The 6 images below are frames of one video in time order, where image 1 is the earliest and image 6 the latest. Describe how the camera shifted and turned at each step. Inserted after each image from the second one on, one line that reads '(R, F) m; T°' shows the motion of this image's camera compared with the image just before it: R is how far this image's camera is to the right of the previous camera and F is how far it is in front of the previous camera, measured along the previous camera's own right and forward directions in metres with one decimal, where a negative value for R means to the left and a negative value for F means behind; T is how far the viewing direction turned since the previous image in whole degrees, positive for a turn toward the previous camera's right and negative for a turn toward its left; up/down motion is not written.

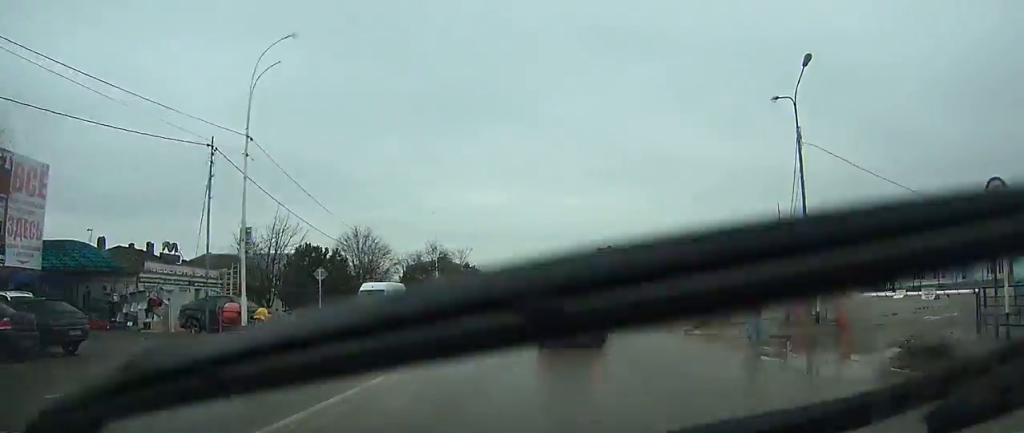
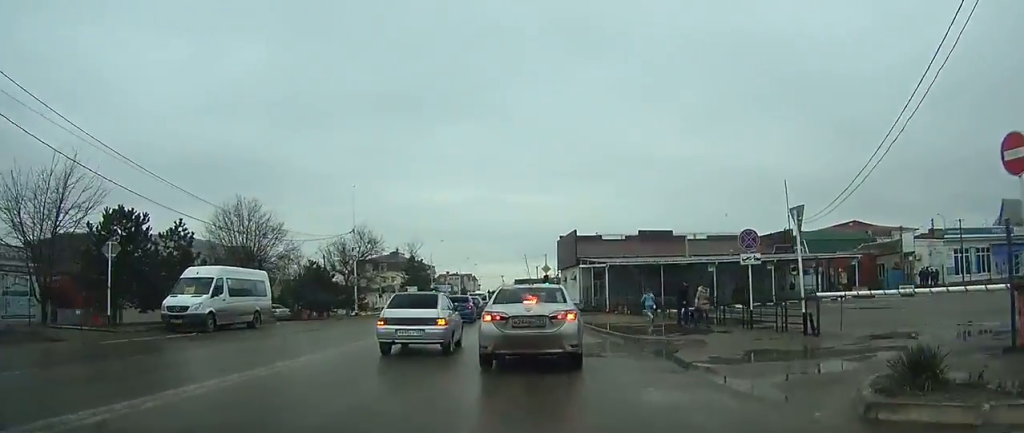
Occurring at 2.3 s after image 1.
(+0.8, +11.7) m; +6°
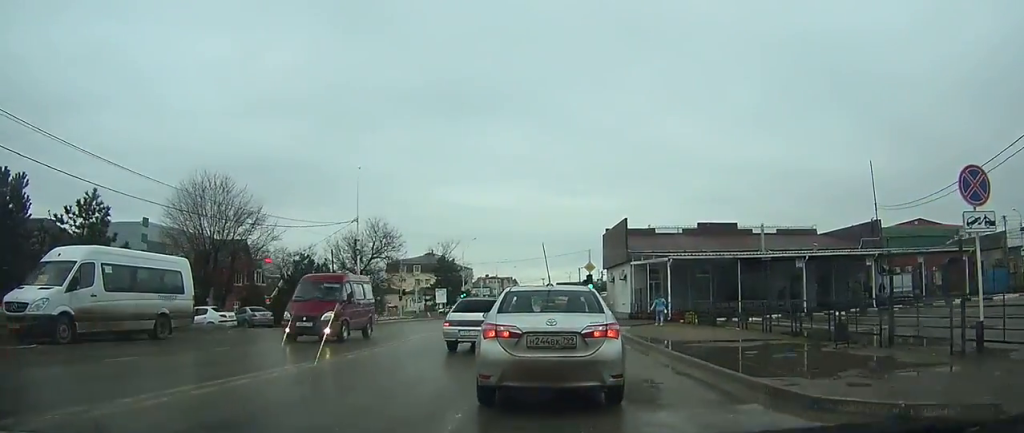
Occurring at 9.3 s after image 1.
(-1.0, +12.7) m; -13°
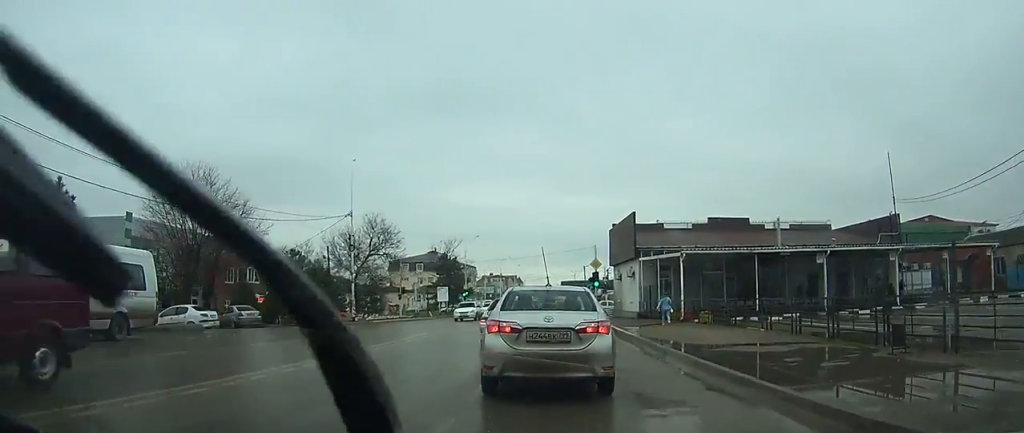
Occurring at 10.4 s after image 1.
(+0.1, +2.0) m; +3°
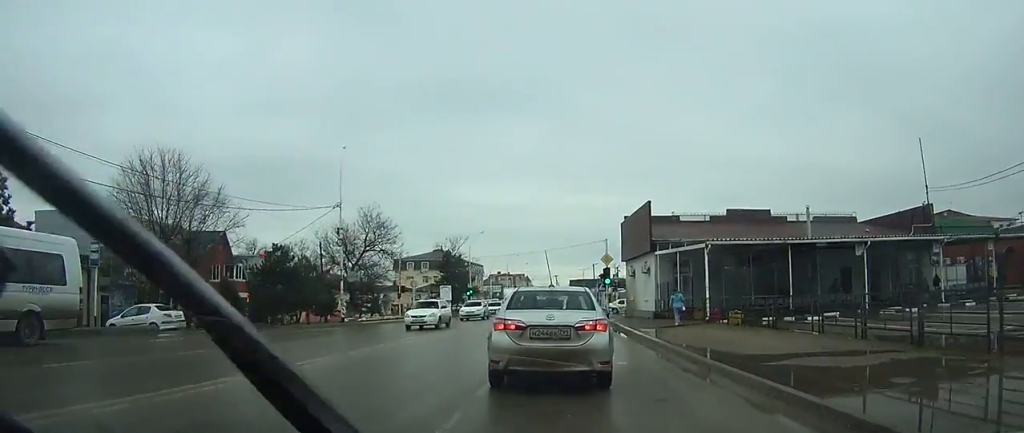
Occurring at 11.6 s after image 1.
(0.0, +3.1) m; +2°
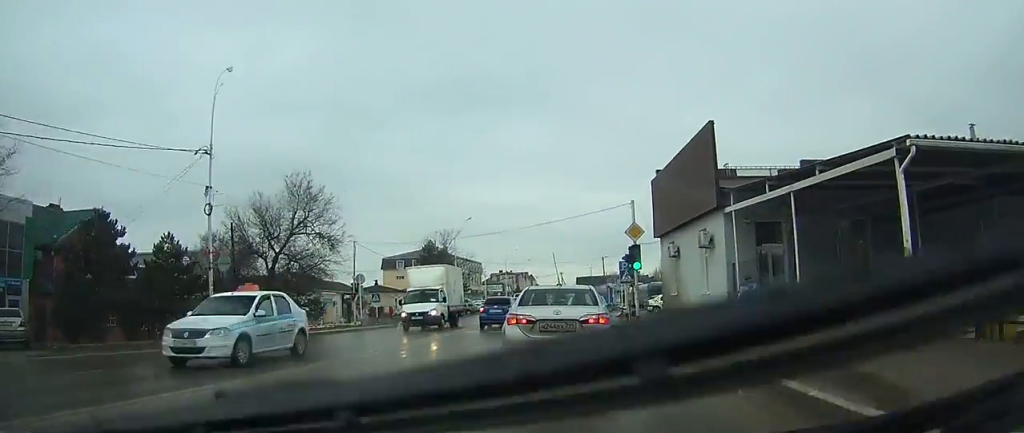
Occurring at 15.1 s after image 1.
(+0.4, +12.9) m; +2°
